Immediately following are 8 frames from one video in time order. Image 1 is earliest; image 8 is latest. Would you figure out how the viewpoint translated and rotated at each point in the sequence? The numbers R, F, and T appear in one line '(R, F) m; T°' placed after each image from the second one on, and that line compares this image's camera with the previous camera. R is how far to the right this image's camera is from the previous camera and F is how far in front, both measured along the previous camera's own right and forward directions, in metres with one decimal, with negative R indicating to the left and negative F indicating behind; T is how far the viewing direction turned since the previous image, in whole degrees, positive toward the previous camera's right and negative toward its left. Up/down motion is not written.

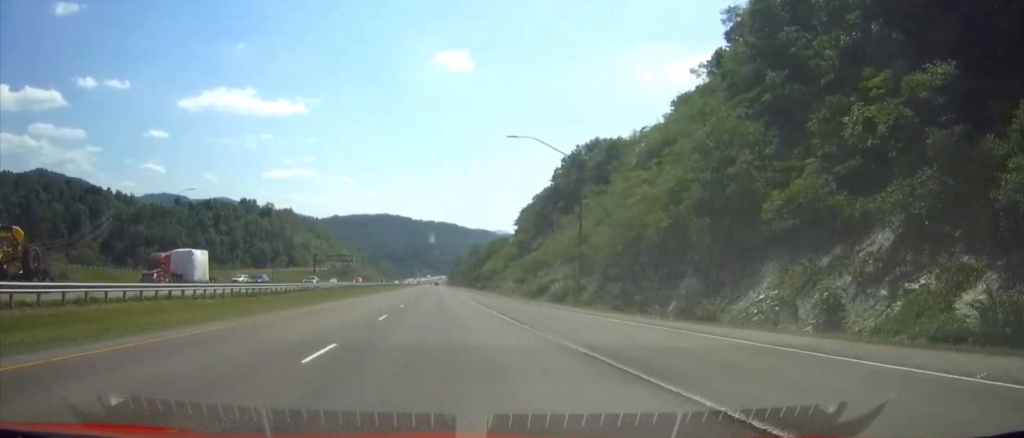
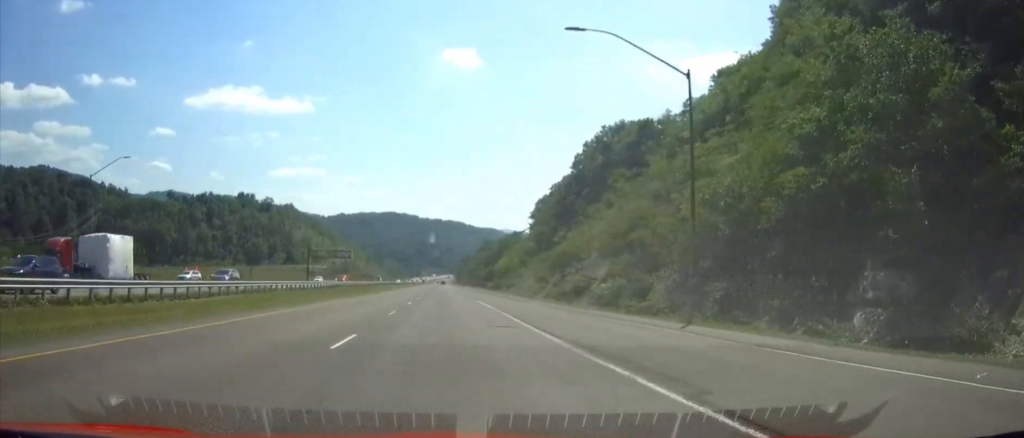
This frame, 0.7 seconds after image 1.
(-0.2, +22.7) m; 0°
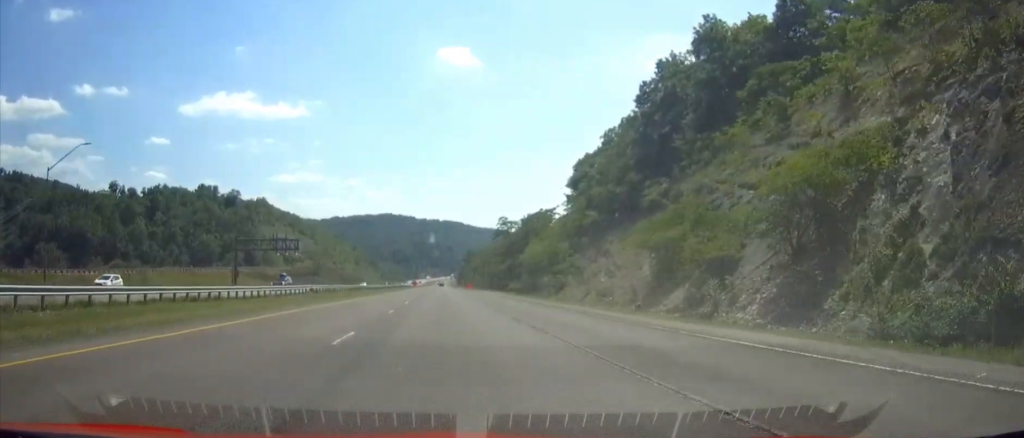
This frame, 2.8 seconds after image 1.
(-0.1, +72.2) m; 0°
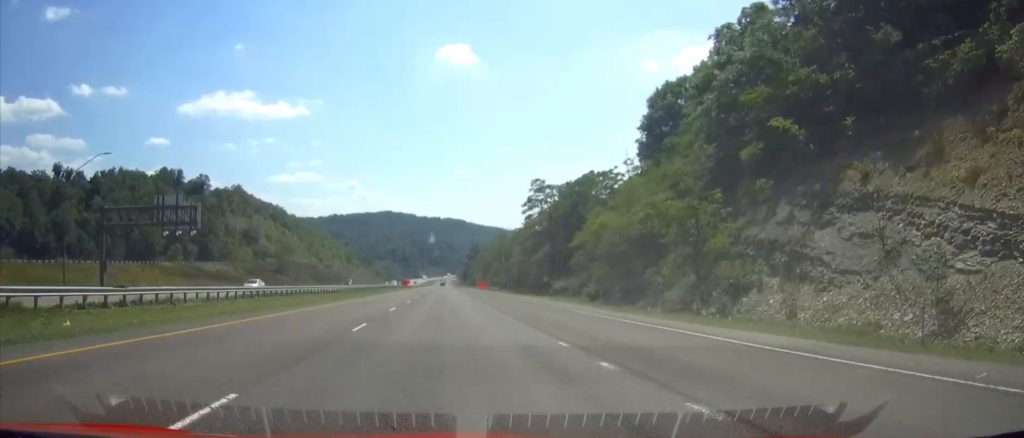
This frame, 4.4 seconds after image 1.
(+0.1, +57.7) m; 0°
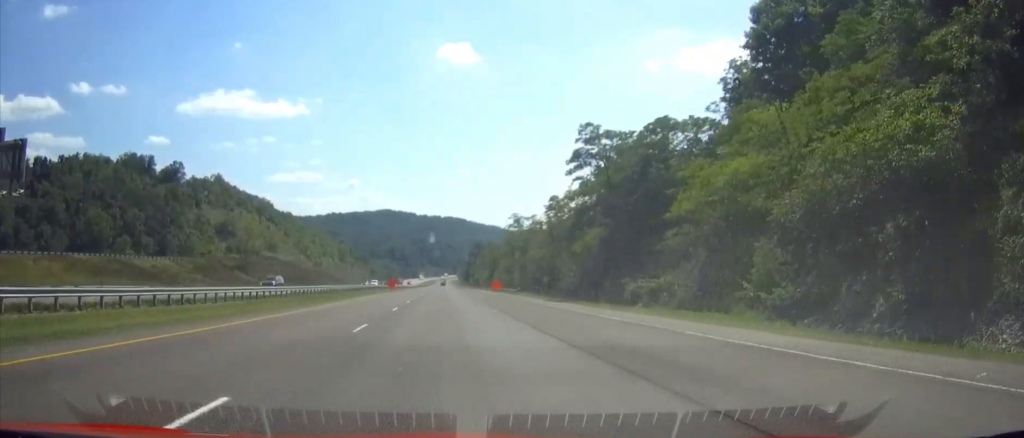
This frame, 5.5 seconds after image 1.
(-0.1, +37.0) m; 0°
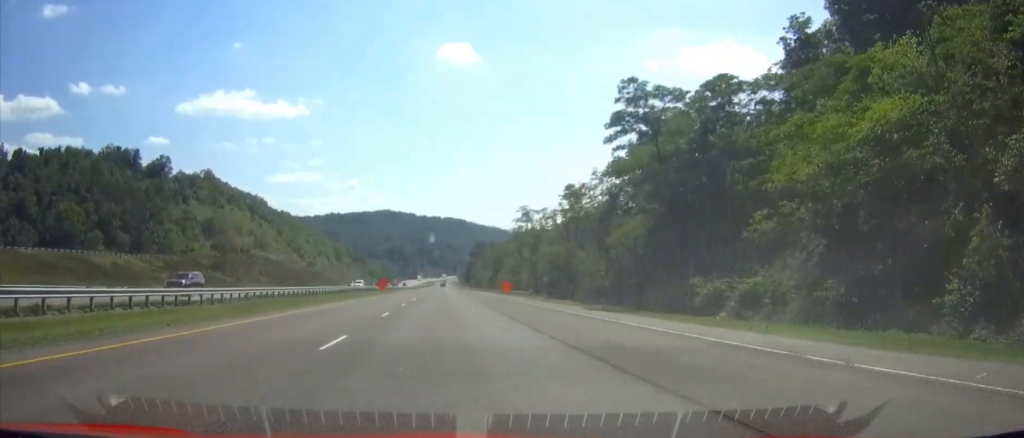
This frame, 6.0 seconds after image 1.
(0.0, +16.2) m; 0°
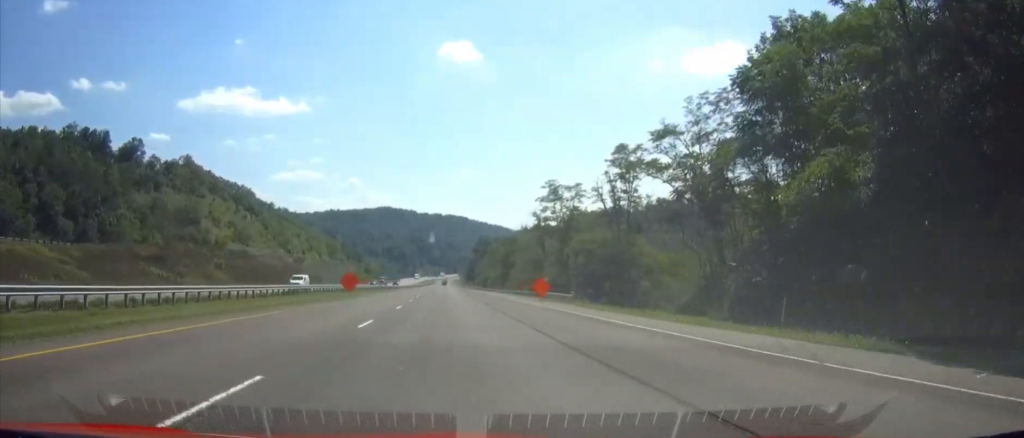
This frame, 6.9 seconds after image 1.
(0.0, +31.3) m; 0°
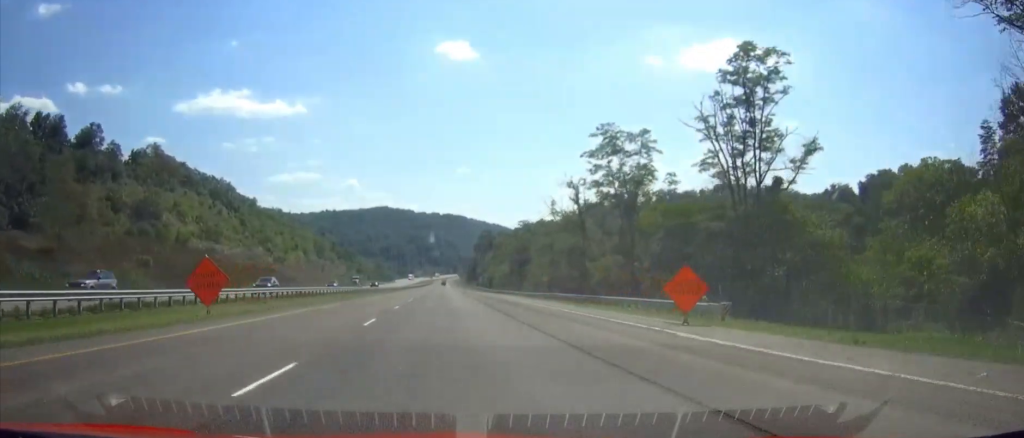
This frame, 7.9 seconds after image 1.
(+0.1, +34.9) m; 0°
